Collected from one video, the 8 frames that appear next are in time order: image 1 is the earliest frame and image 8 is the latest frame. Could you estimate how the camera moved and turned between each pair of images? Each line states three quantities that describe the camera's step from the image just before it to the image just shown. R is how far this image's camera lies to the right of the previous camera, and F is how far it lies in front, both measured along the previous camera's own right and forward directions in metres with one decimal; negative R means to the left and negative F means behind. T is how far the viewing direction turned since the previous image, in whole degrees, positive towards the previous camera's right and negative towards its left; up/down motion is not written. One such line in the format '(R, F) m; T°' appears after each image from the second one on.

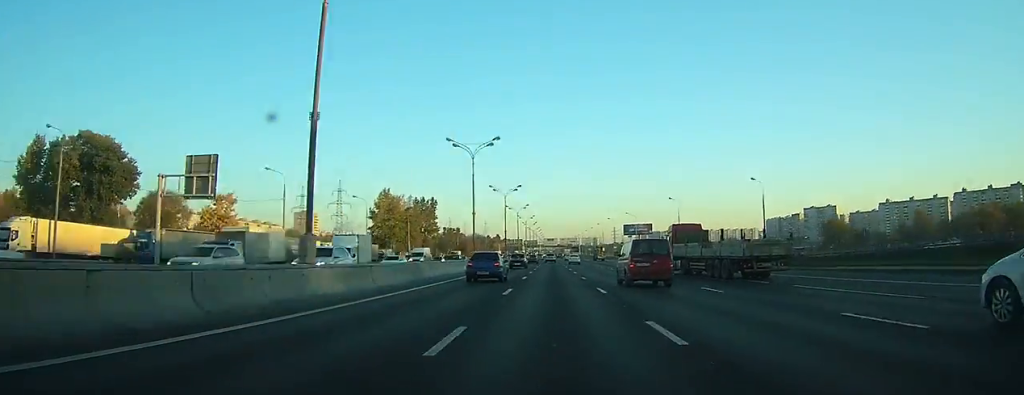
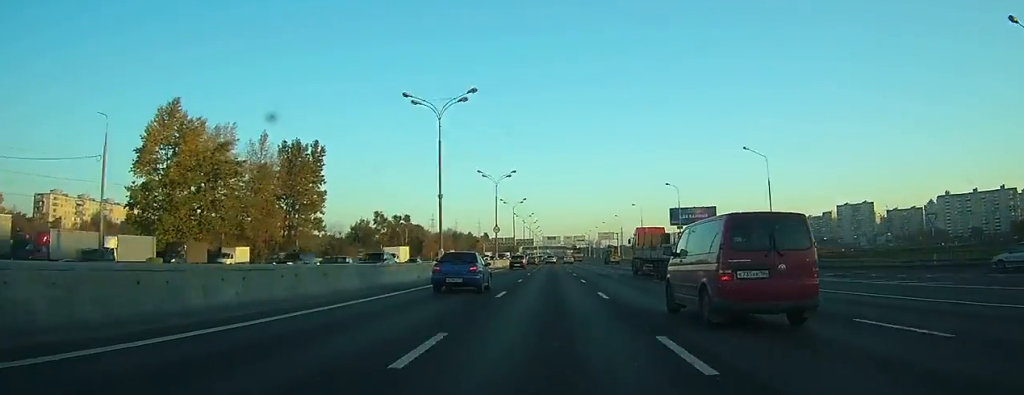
(+0.5, +94.1) m; +1°
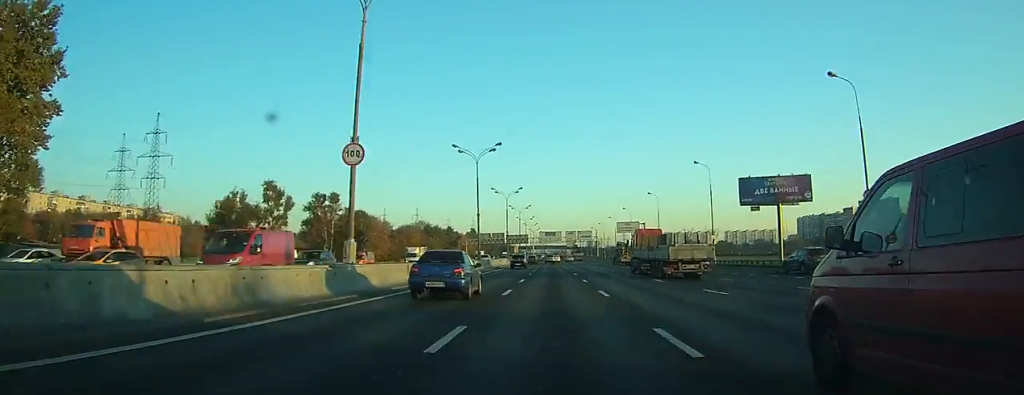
(0.0, +59.6) m; 0°
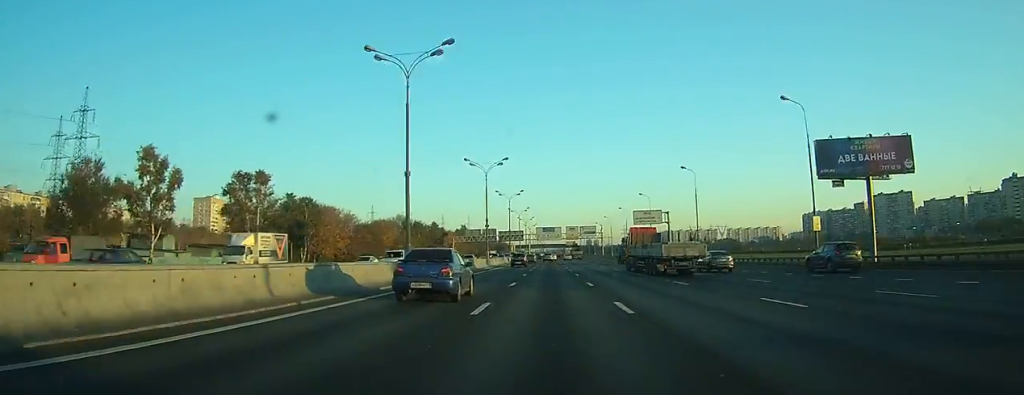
(0.0, +30.7) m; 0°
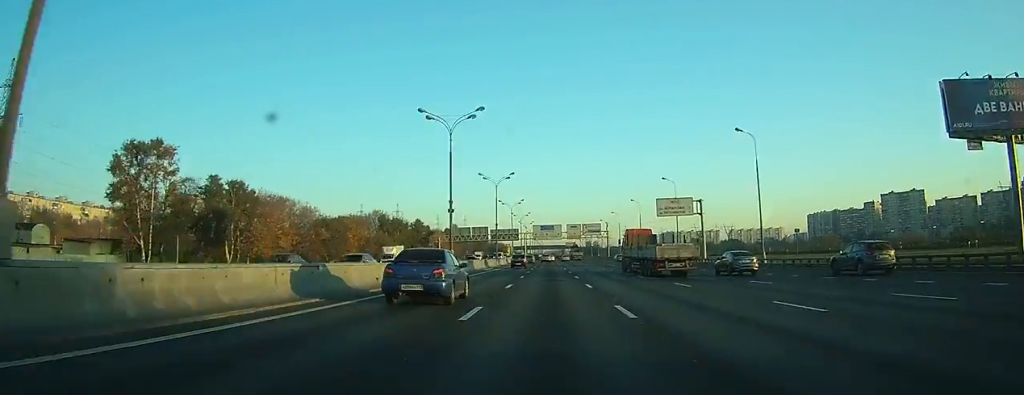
(-0.1, +26.7) m; 0°
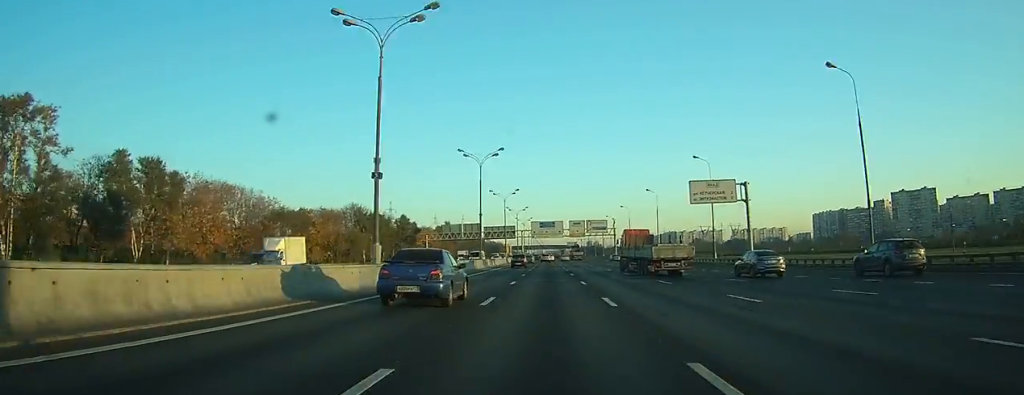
(-0.1, +21.7) m; 0°
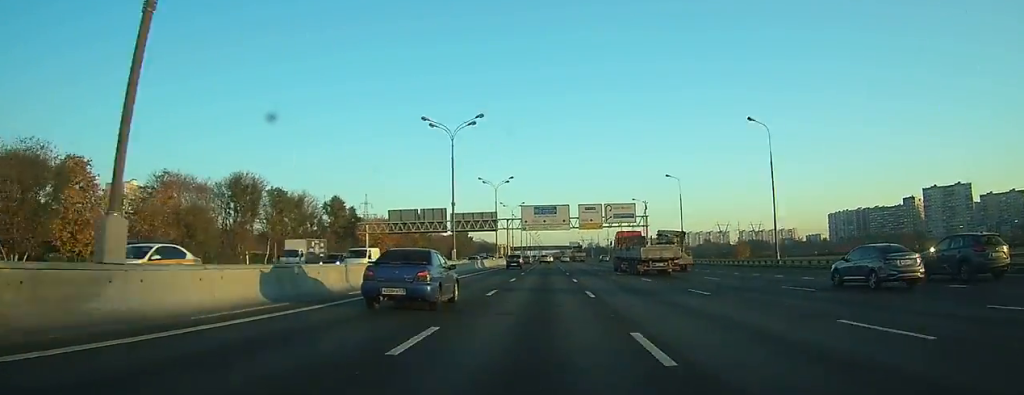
(0.0, +59.9) m; 0°
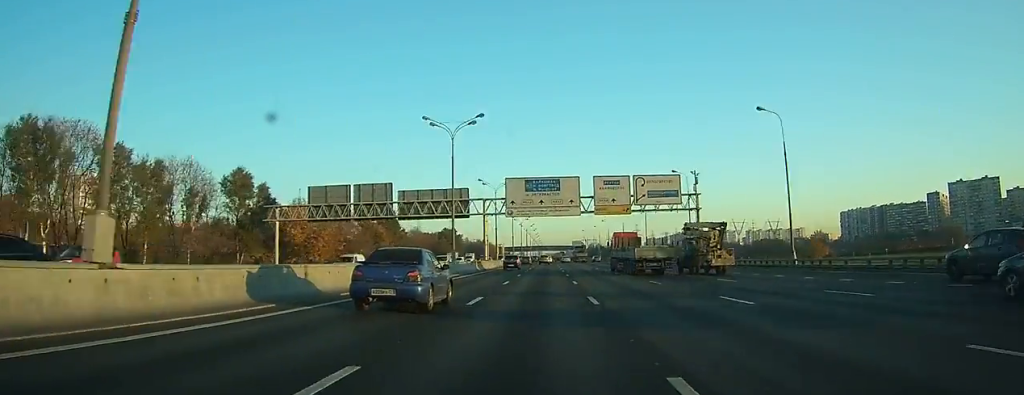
(0.0, +40.2) m; 0°
